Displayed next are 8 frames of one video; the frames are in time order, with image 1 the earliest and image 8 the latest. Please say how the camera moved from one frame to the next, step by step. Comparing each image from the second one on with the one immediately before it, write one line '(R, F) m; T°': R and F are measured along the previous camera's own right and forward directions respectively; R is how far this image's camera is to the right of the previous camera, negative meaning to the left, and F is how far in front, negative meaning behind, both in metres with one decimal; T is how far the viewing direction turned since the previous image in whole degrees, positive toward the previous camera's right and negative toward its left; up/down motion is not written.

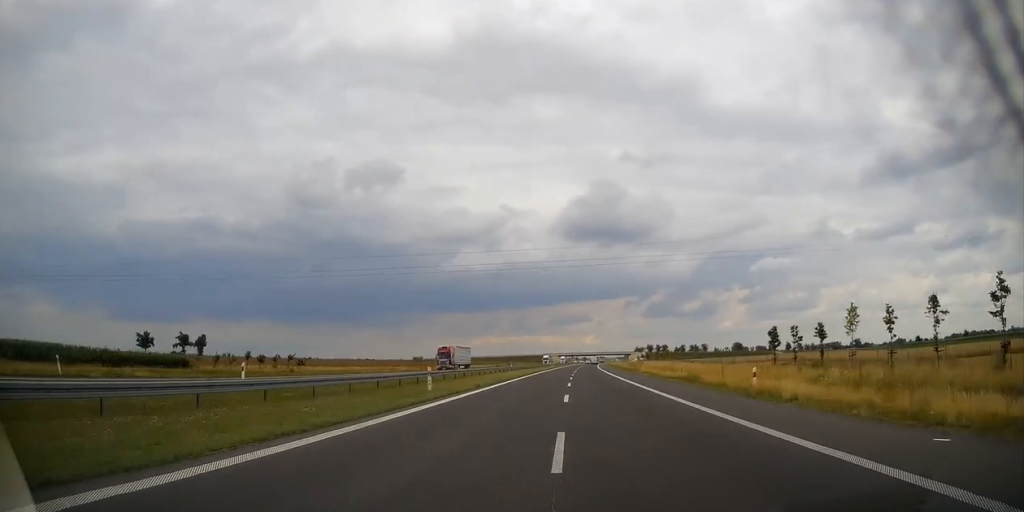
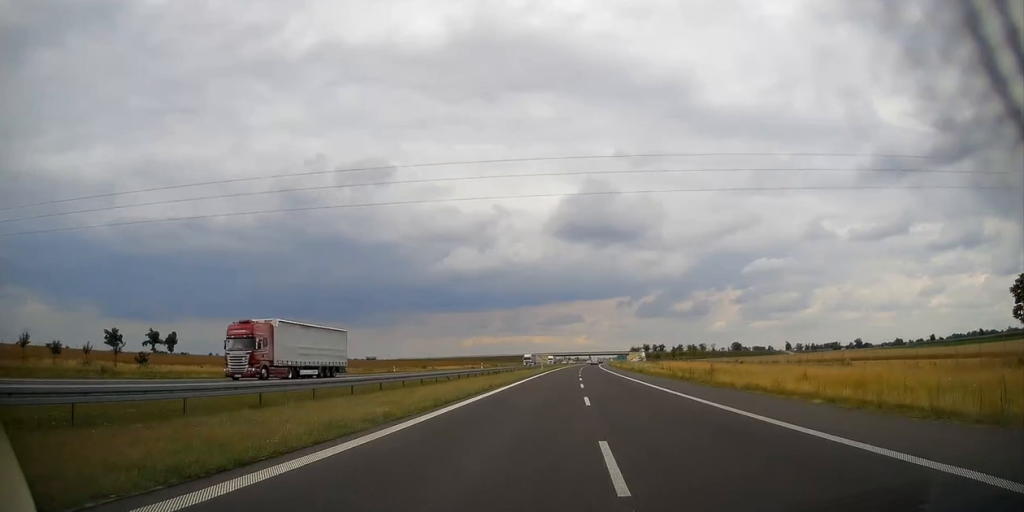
(+0.2, +37.6) m; +1°
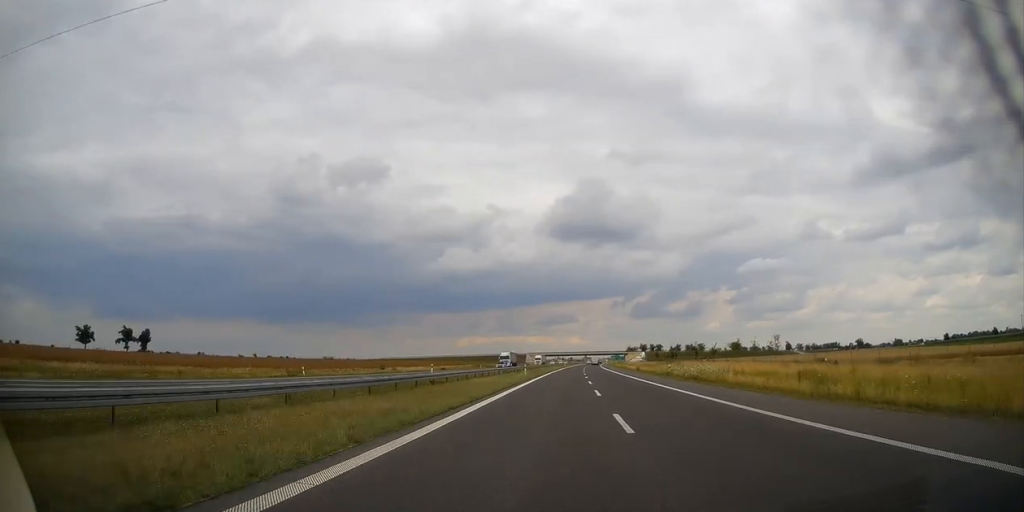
(+0.2, +31.3) m; +1°
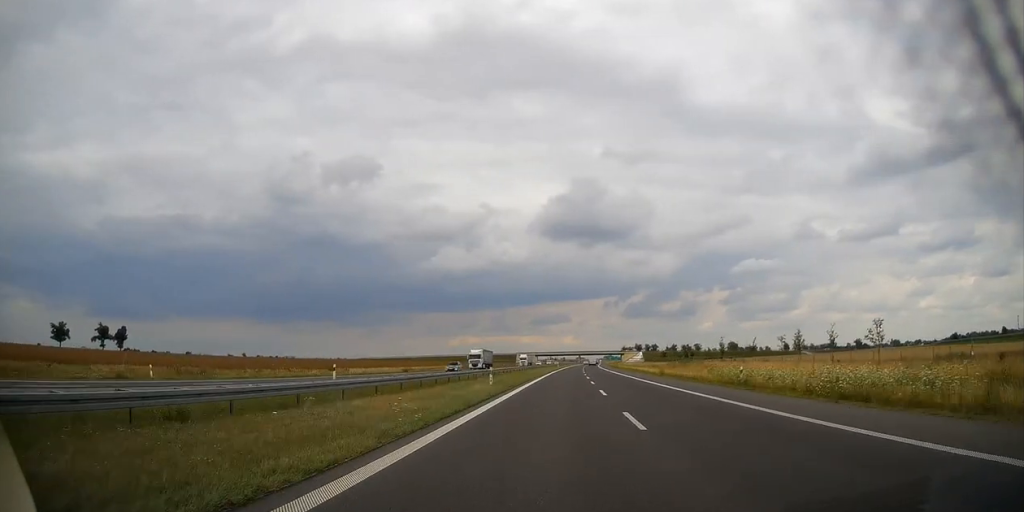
(+0.1, +23.8) m; 0°
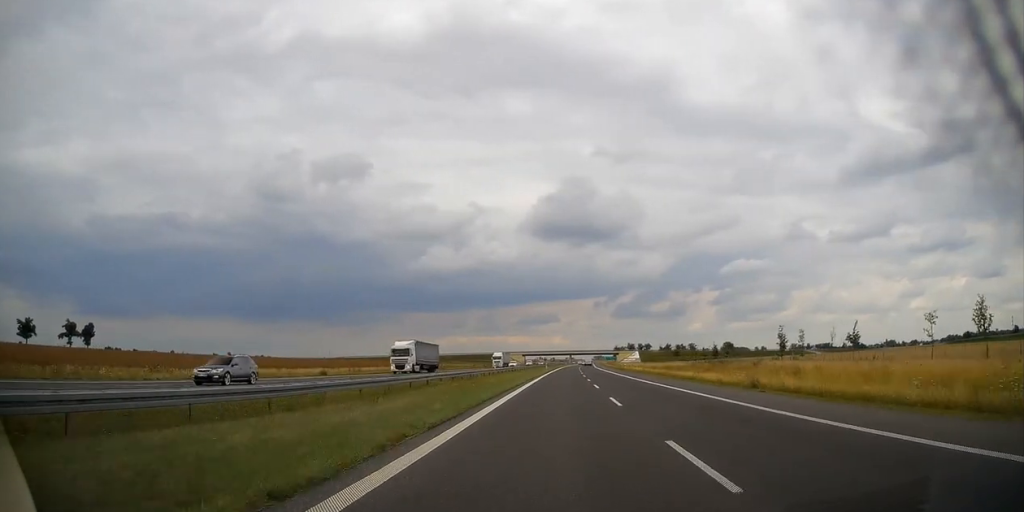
(0.0, +30.0) m; 0°
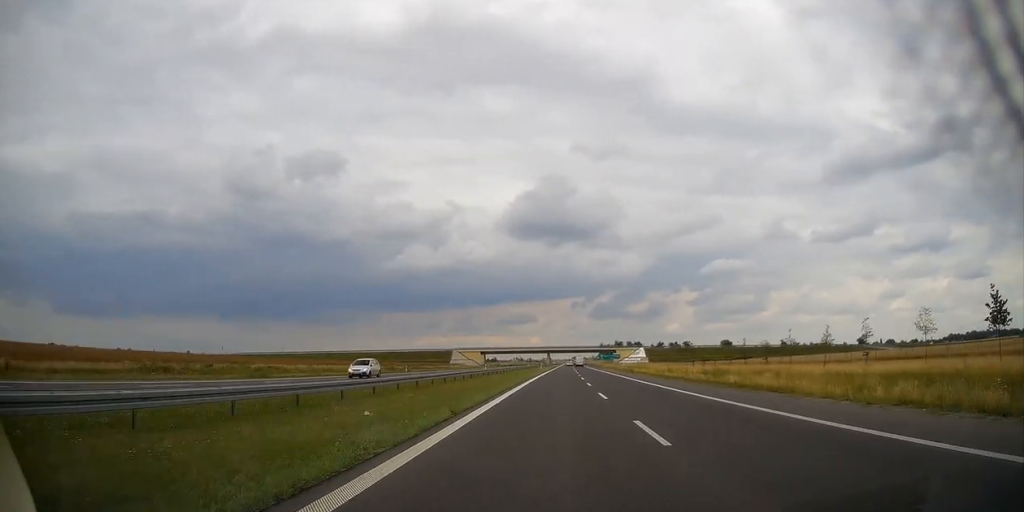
(+2.3, +106.1) m; +2°
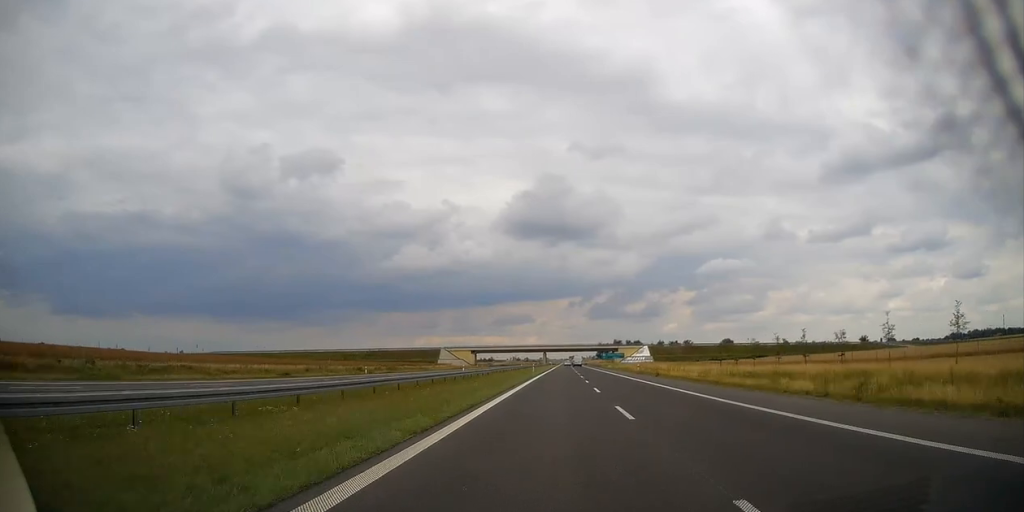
(0.0, +20.0) m; 0°
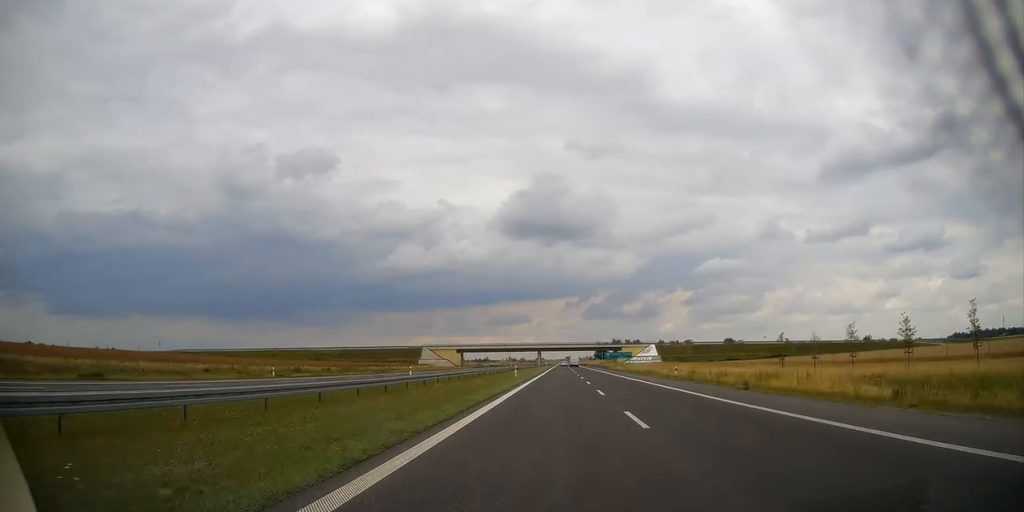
(+0.1, +26.2) m; +1°
